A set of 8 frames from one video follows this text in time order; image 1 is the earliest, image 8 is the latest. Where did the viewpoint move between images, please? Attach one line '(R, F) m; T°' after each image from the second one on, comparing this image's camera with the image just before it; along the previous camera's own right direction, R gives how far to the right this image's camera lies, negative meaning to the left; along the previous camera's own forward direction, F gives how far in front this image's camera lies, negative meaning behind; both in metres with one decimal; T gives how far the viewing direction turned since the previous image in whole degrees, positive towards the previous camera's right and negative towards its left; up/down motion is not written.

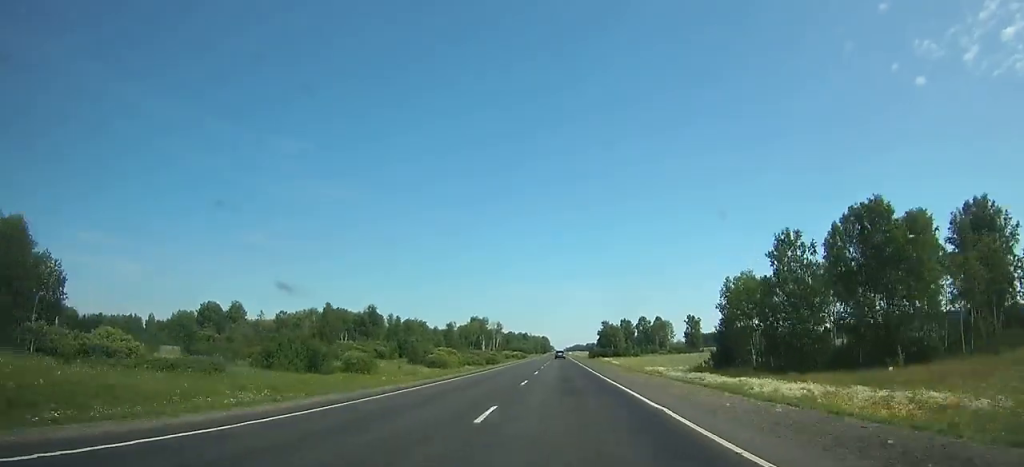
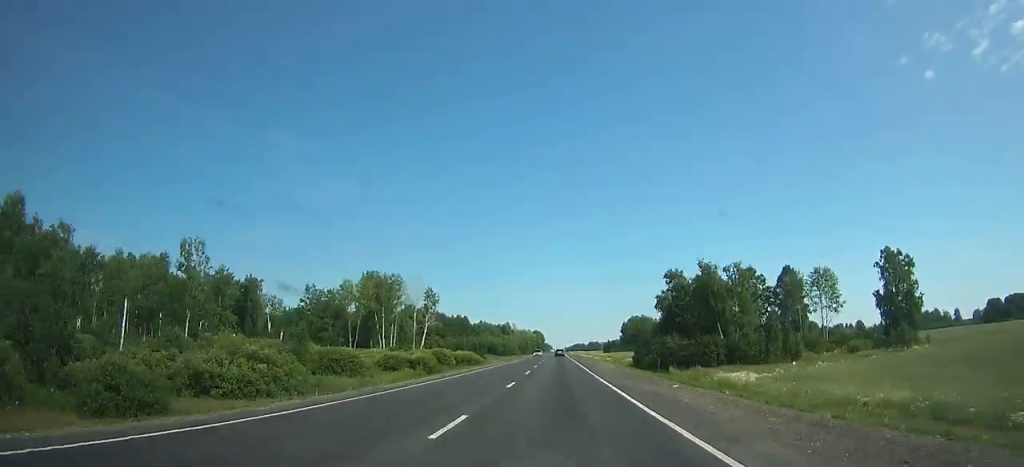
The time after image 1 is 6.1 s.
(+0.4, +169.0) m; 0°
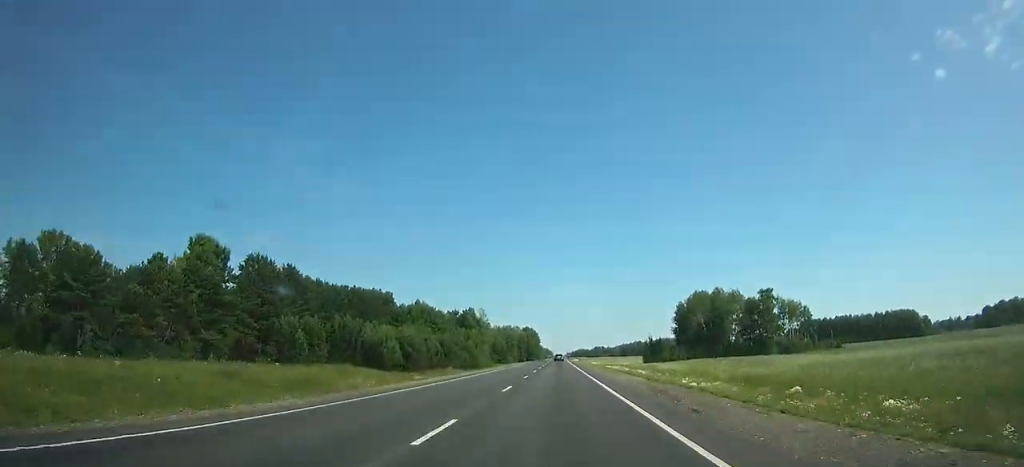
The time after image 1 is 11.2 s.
(0.0, +143.8) m; 0°
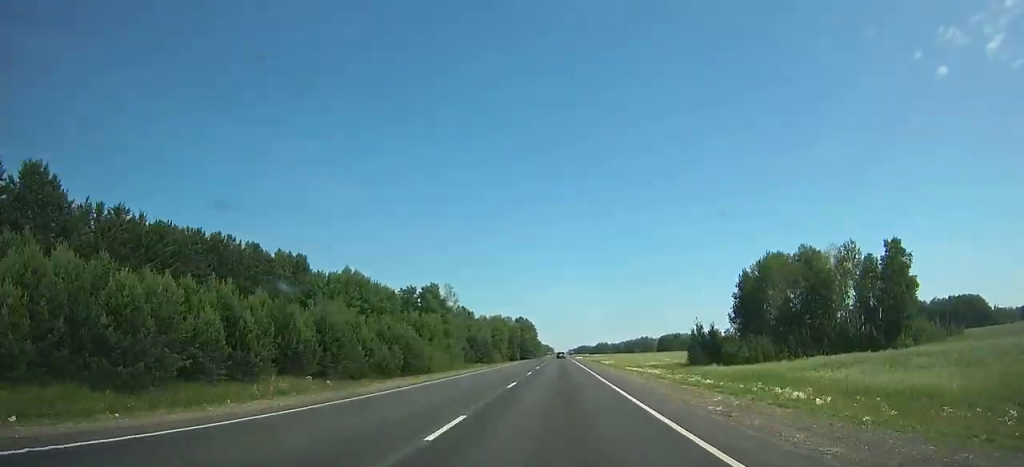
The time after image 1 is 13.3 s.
(+0.1, +59.7) m; 0°
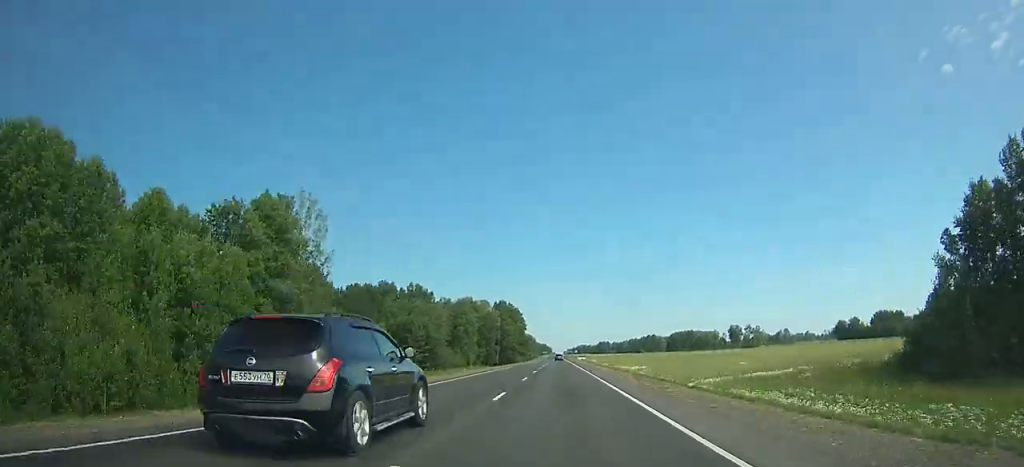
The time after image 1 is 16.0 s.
(-0.1, +77.4) m; 0°
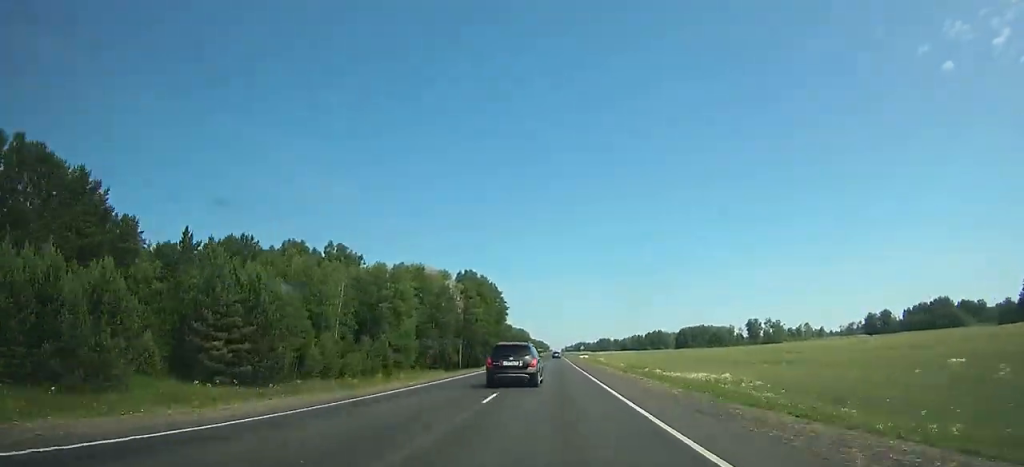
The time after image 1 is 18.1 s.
(0.0, +60.7) m; 0°
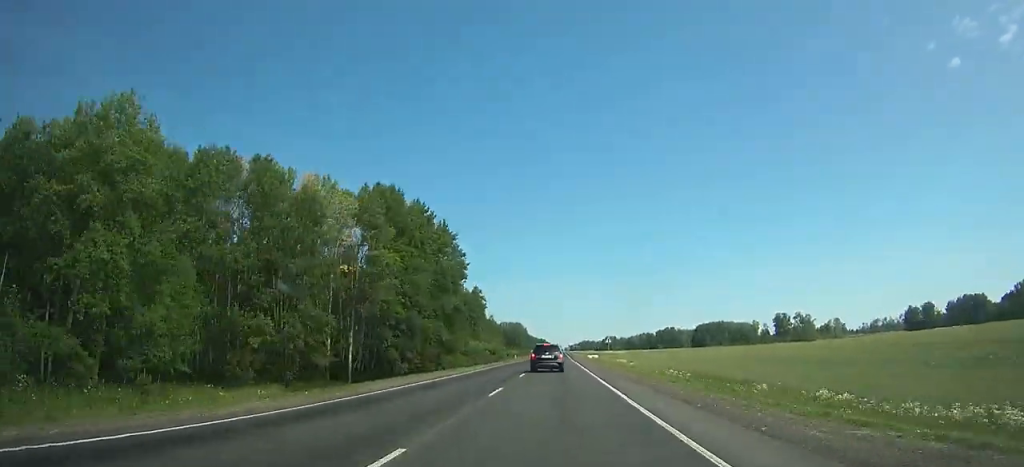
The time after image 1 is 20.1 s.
(0.0, +57.9) m; 0°
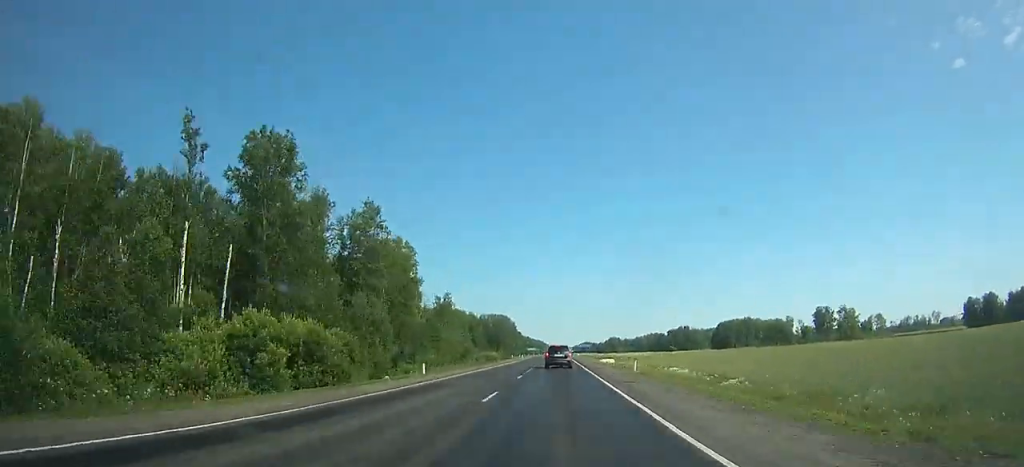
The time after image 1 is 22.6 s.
(-0.1, +72.7) m; 0°
